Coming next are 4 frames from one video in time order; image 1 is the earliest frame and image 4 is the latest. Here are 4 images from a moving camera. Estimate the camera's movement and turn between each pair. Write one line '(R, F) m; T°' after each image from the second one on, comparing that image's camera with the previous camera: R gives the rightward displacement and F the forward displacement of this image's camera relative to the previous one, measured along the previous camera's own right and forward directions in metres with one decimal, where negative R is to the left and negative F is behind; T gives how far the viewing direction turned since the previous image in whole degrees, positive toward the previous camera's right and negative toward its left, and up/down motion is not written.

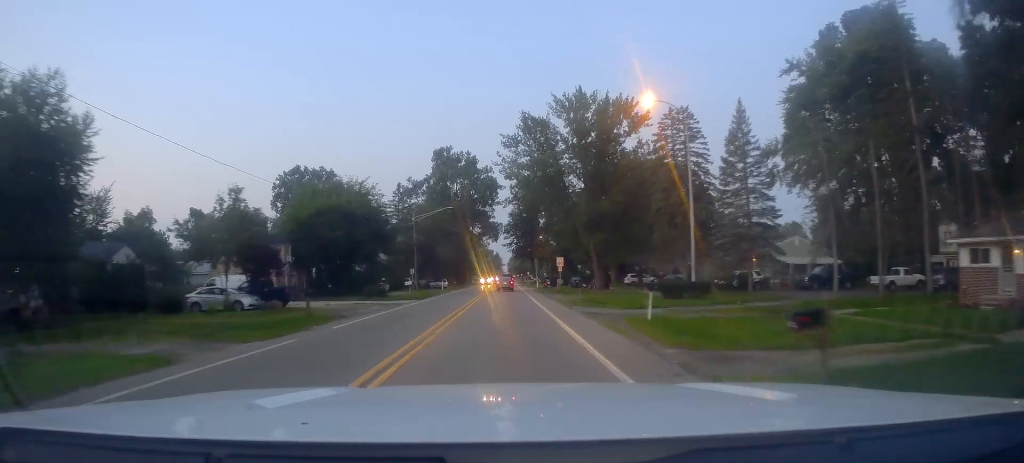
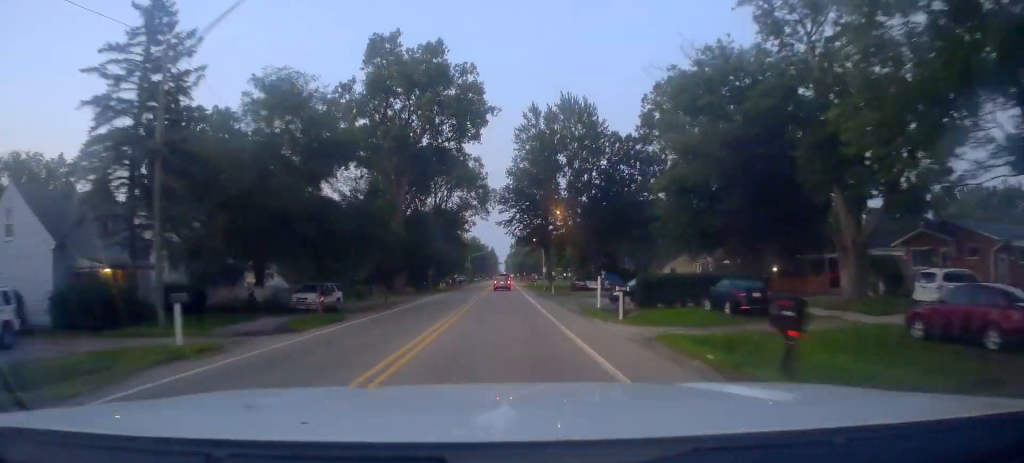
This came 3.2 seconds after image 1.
(-0.8, +59.5) m; 0°
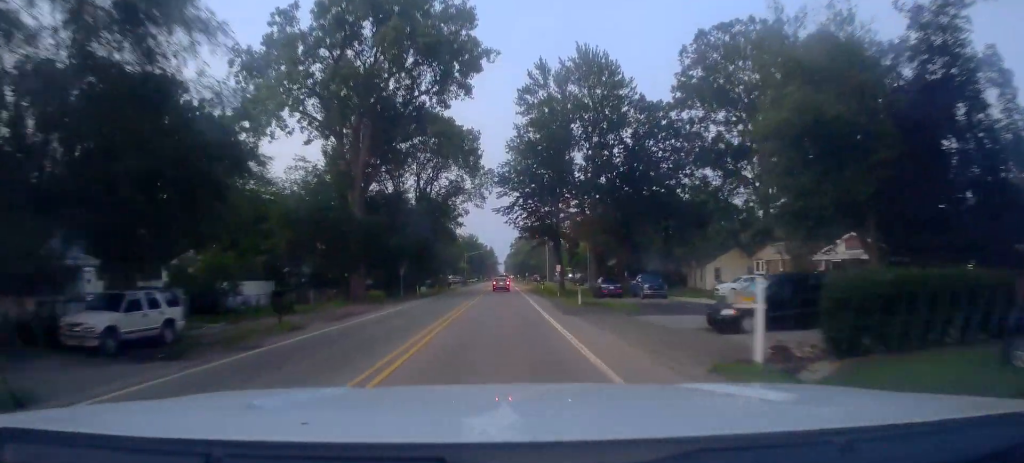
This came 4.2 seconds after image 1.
(+0.1, +18.1) m; -1°
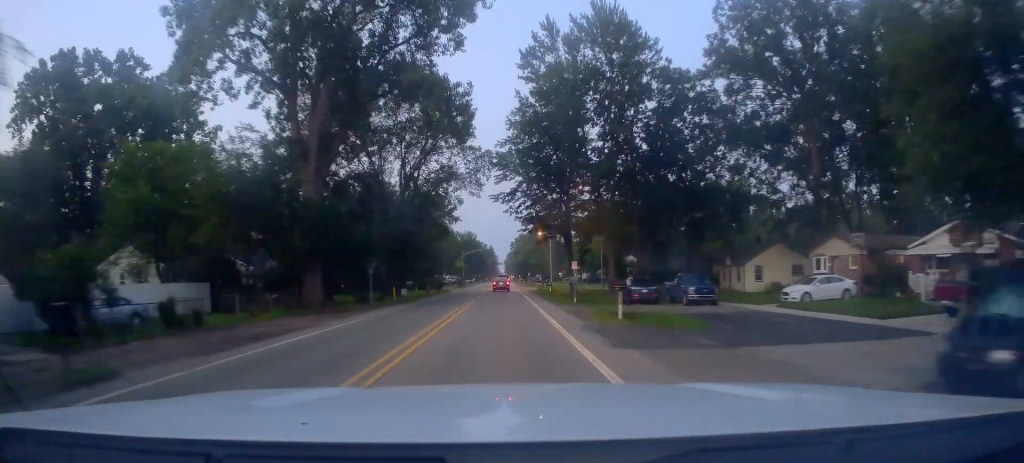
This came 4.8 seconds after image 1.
(-0.1, +11.2) m; -1°
